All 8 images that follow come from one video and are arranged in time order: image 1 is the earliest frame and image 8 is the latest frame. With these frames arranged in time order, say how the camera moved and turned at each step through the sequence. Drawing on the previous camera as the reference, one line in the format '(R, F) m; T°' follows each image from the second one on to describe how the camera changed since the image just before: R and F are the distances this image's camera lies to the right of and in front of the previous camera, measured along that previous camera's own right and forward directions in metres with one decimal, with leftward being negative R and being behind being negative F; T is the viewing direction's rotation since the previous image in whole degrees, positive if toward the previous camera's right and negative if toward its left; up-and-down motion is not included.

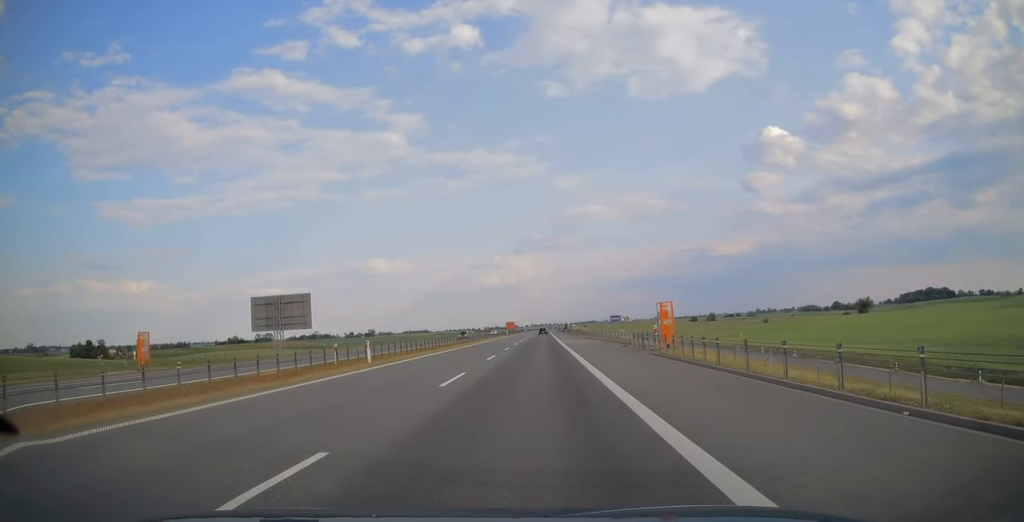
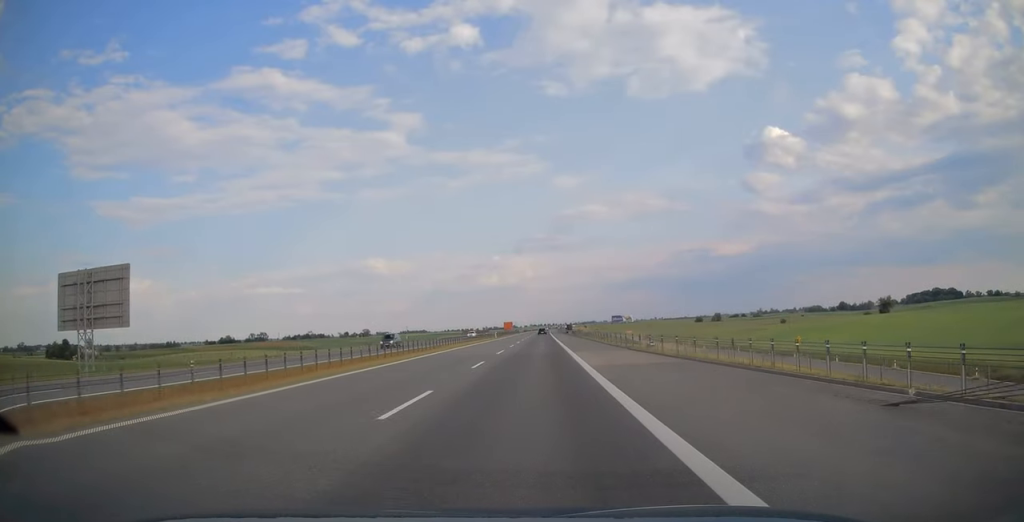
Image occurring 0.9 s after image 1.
(+0.1, +29.1) m; 0°
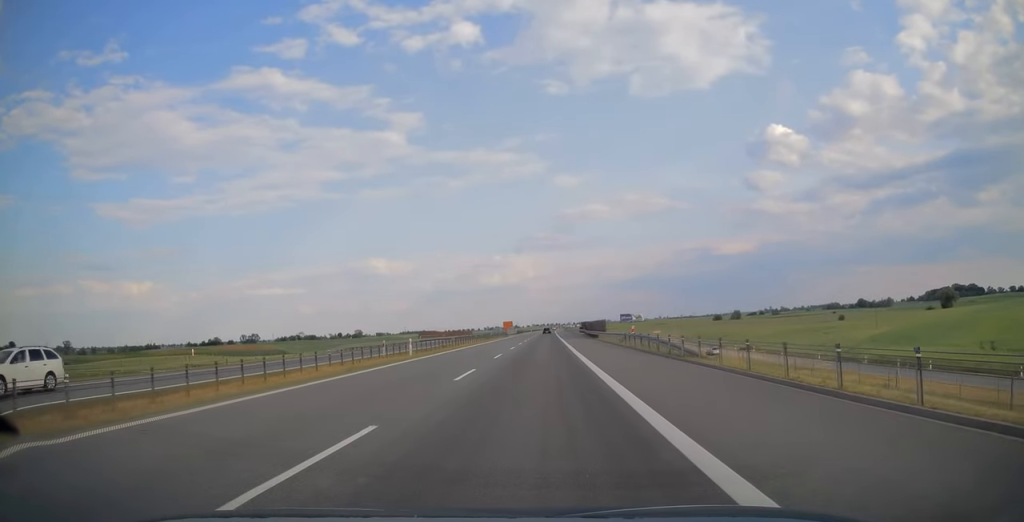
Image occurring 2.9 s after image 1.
(-0.1, +64.7) m; 0°
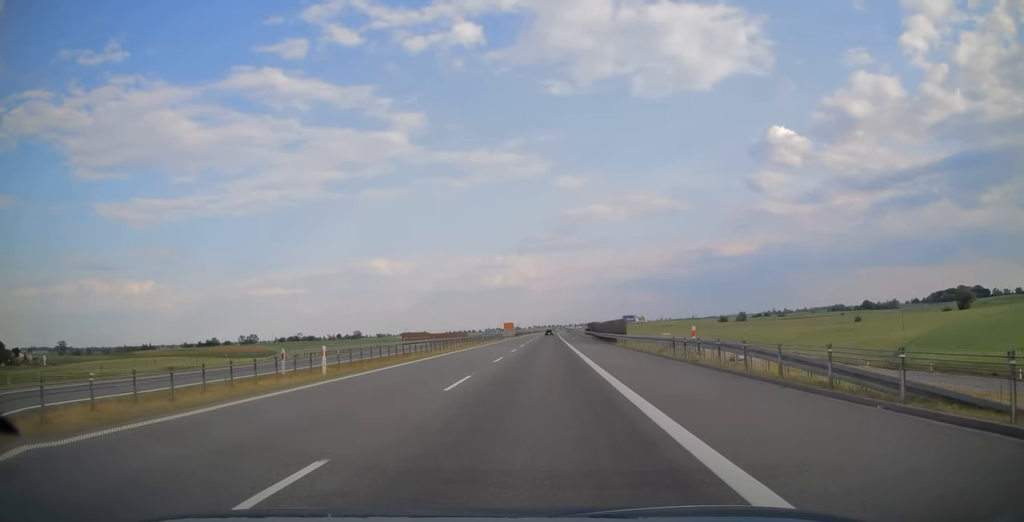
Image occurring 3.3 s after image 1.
(0.0, +14.3) m; 0°
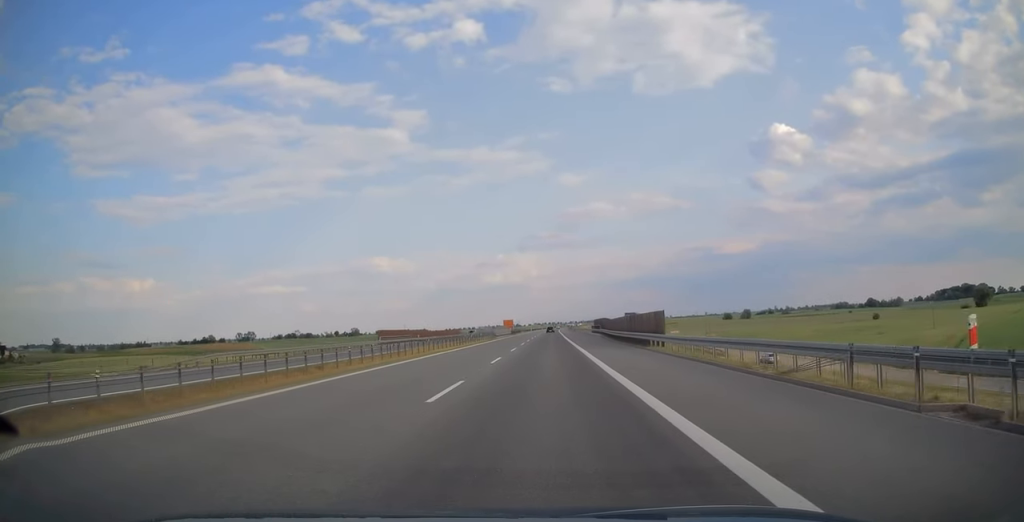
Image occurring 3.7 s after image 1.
(0.0, +14.8) m; 0°
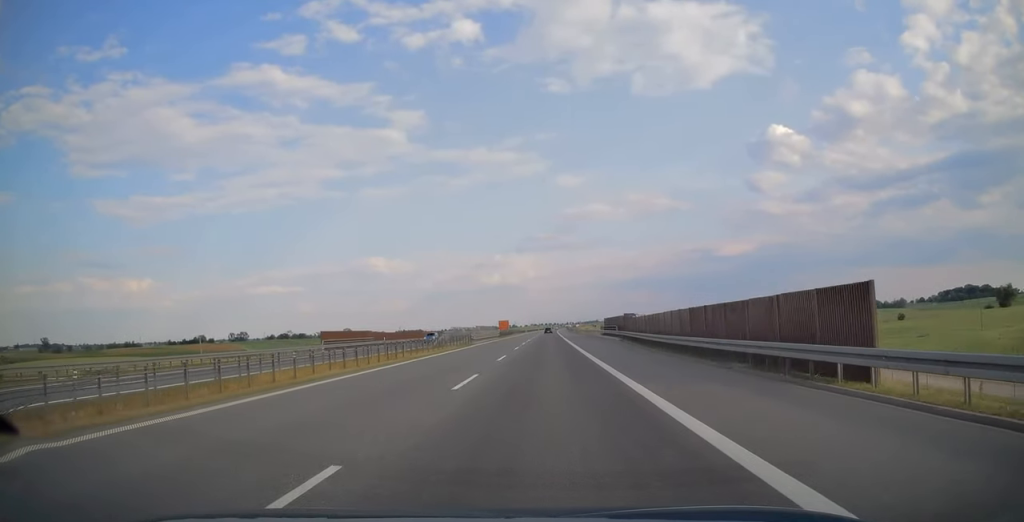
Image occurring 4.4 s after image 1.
(0.0, +21.4) m; 0°
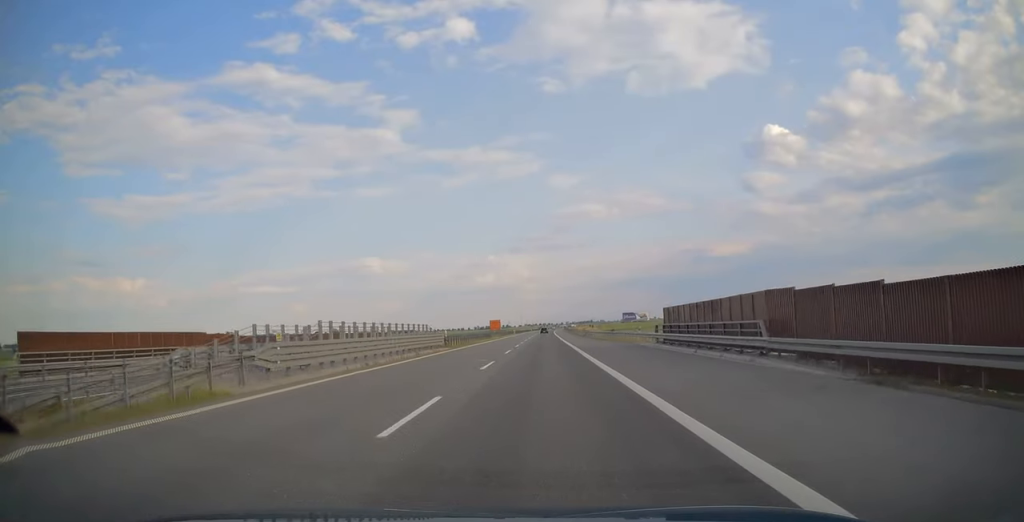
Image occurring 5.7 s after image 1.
(+0.1, +41.7) m; +1°
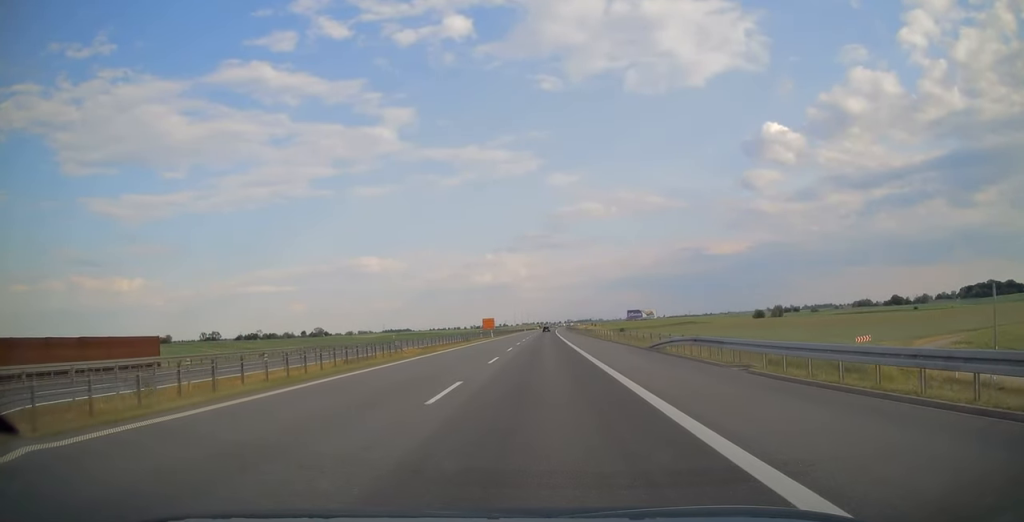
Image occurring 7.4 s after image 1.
(+0.3, +56.4) m; 0°
